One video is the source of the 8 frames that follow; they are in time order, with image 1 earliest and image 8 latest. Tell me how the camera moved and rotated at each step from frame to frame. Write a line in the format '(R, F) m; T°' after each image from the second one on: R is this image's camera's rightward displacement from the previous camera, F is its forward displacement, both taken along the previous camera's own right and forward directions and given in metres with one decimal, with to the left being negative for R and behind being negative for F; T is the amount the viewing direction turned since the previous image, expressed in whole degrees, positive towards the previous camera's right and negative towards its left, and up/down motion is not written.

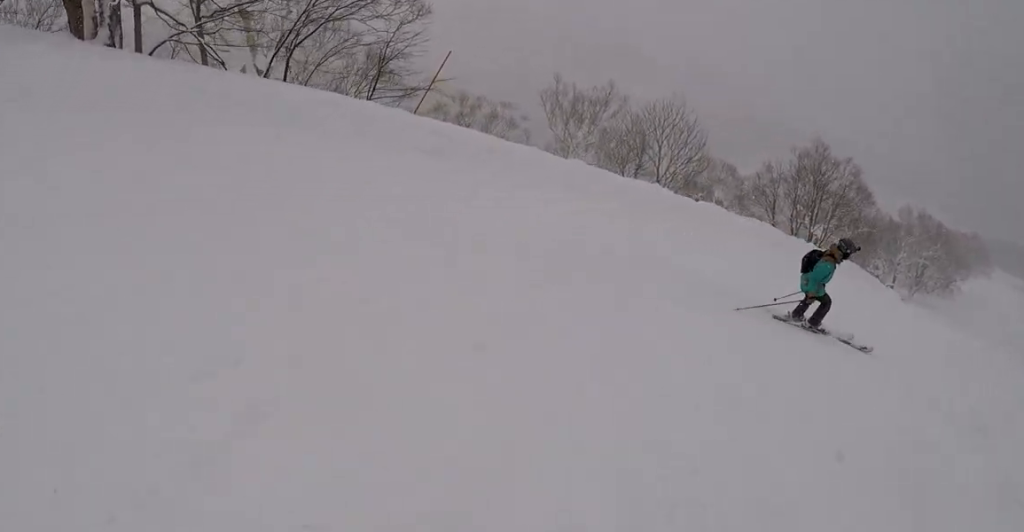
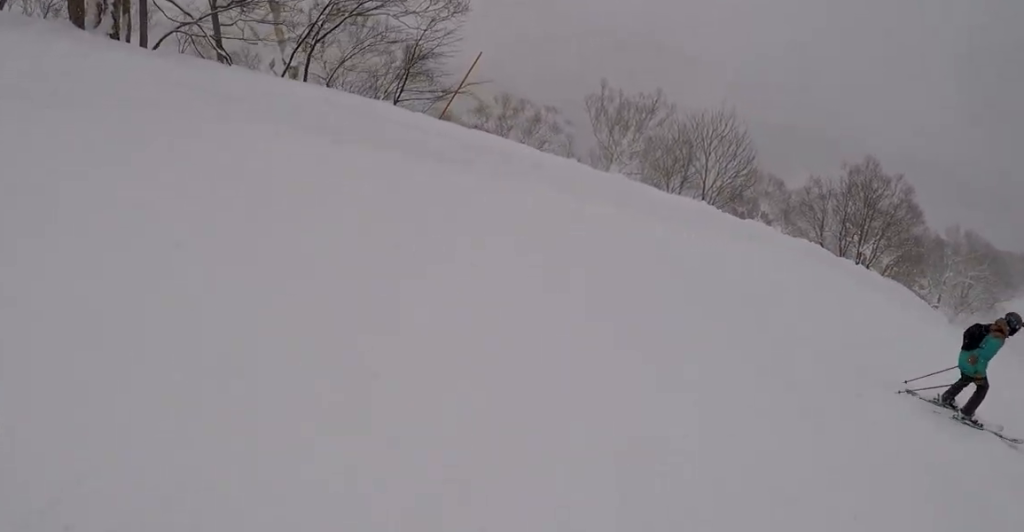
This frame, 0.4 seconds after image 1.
(-0.2, +1.3) m; +6°
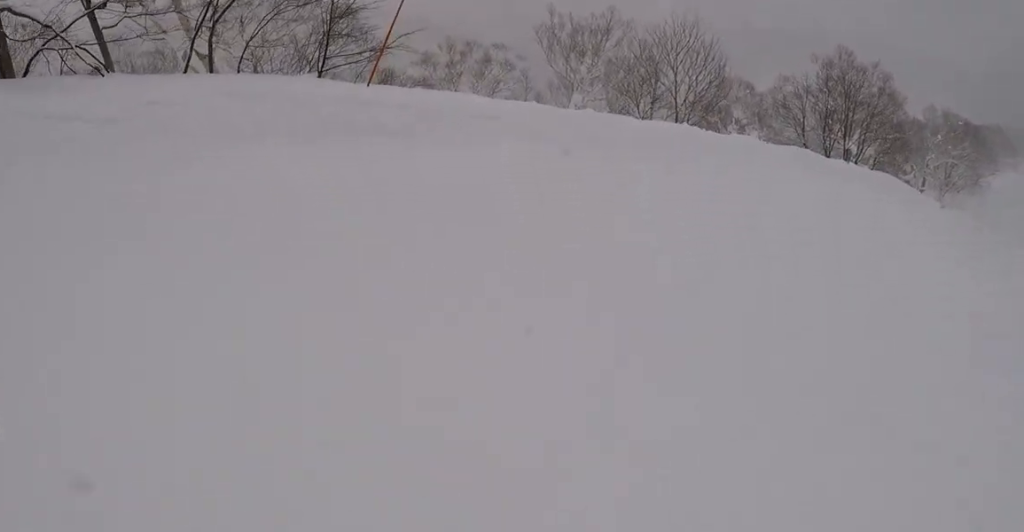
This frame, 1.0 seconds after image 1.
(+0.8, +2.0) m; +15°
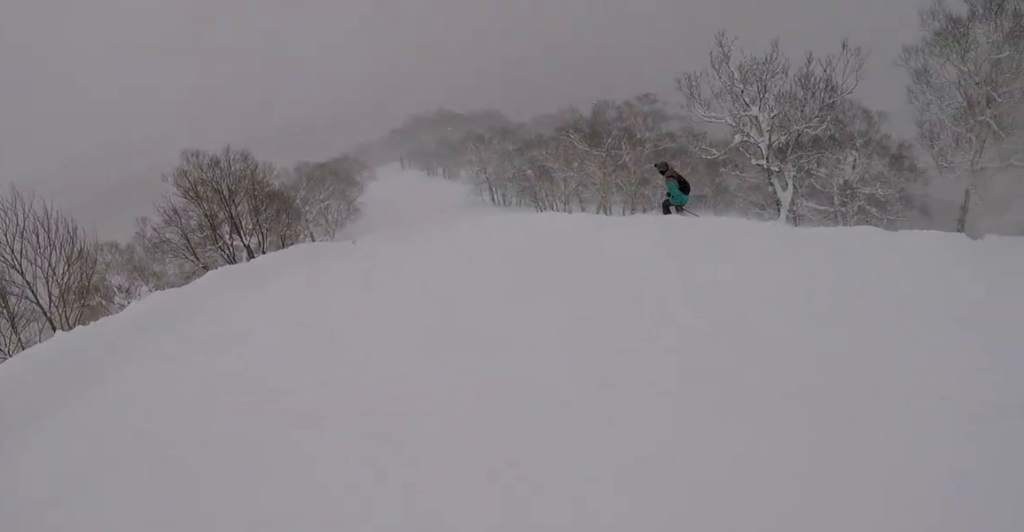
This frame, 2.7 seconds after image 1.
(+2.2, +5.3) m; +57°
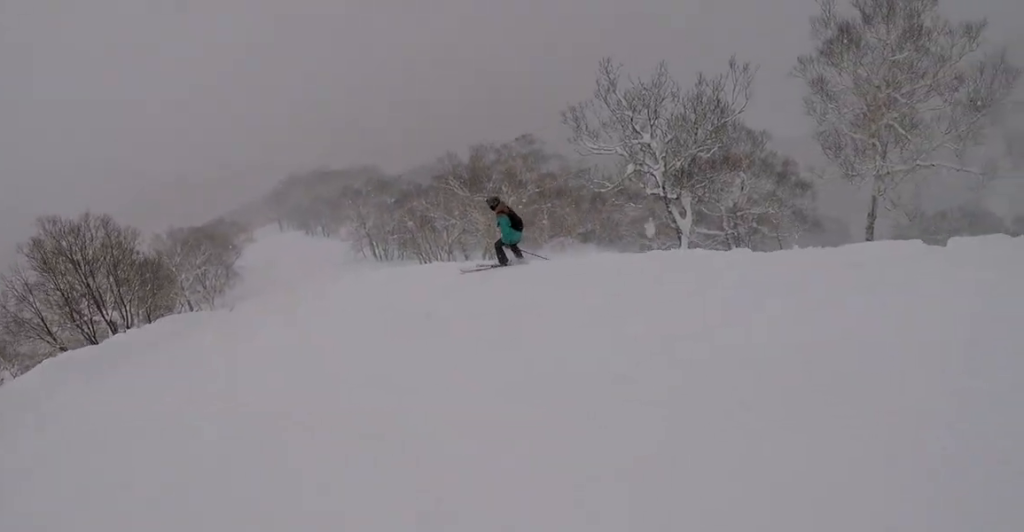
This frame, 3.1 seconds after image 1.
(+0.7, +1.7) m; +14°
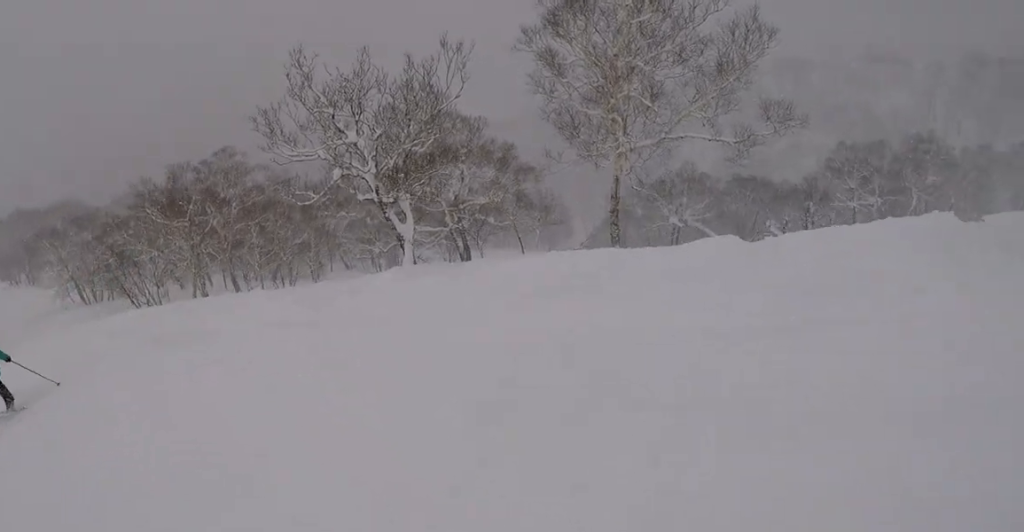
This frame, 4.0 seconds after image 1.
(+0.3, +3.6) m; -6°
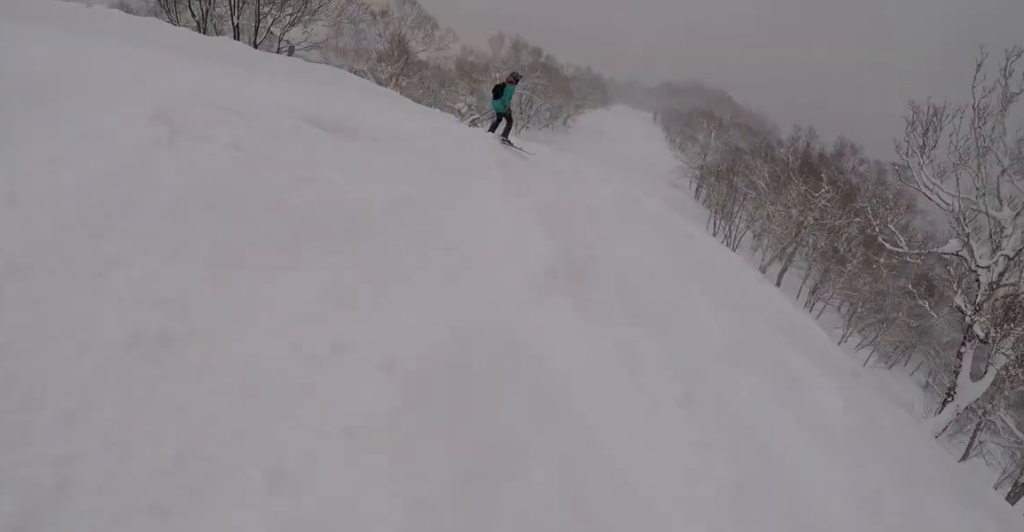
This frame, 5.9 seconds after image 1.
(-3.1, +7.2) m; -45°
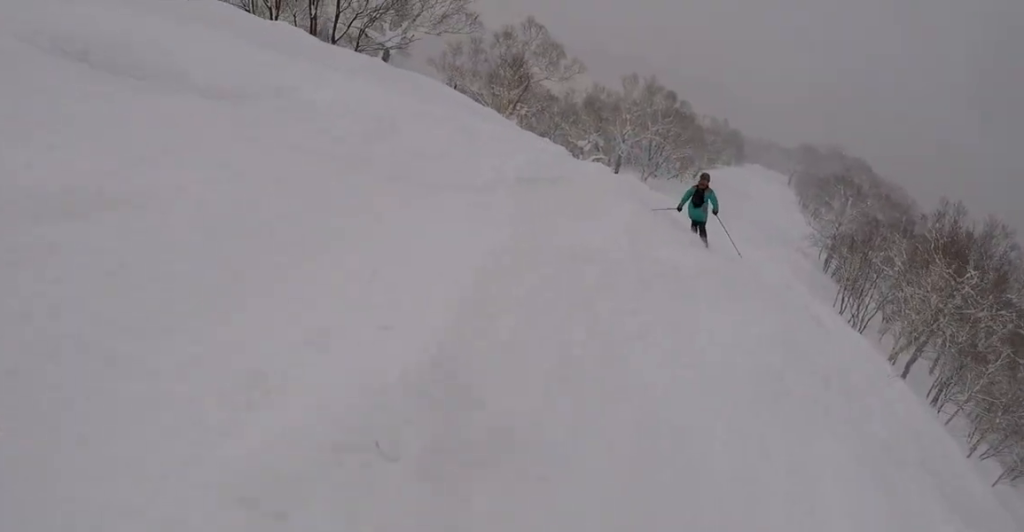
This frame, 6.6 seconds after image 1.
(-0.3, +2.8) m; -14°
